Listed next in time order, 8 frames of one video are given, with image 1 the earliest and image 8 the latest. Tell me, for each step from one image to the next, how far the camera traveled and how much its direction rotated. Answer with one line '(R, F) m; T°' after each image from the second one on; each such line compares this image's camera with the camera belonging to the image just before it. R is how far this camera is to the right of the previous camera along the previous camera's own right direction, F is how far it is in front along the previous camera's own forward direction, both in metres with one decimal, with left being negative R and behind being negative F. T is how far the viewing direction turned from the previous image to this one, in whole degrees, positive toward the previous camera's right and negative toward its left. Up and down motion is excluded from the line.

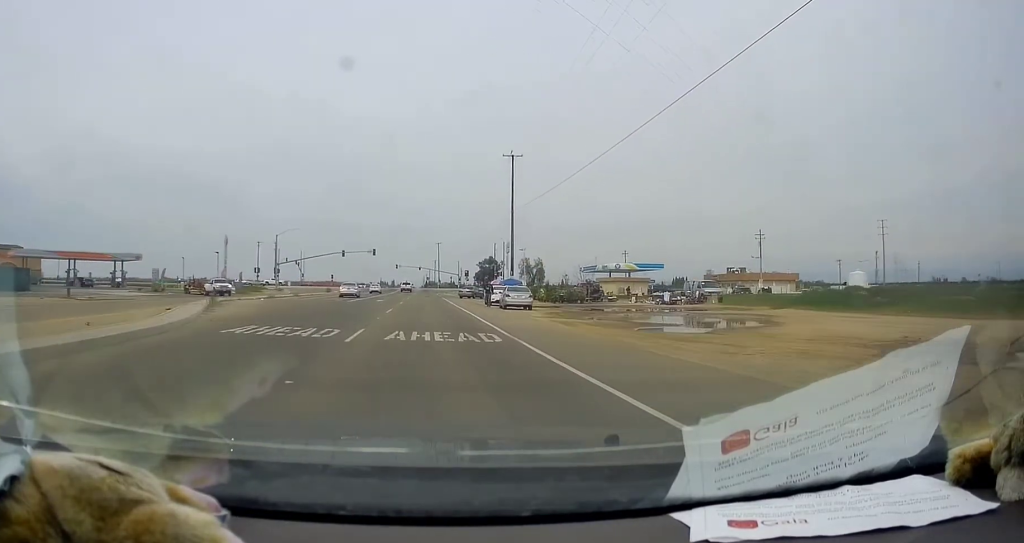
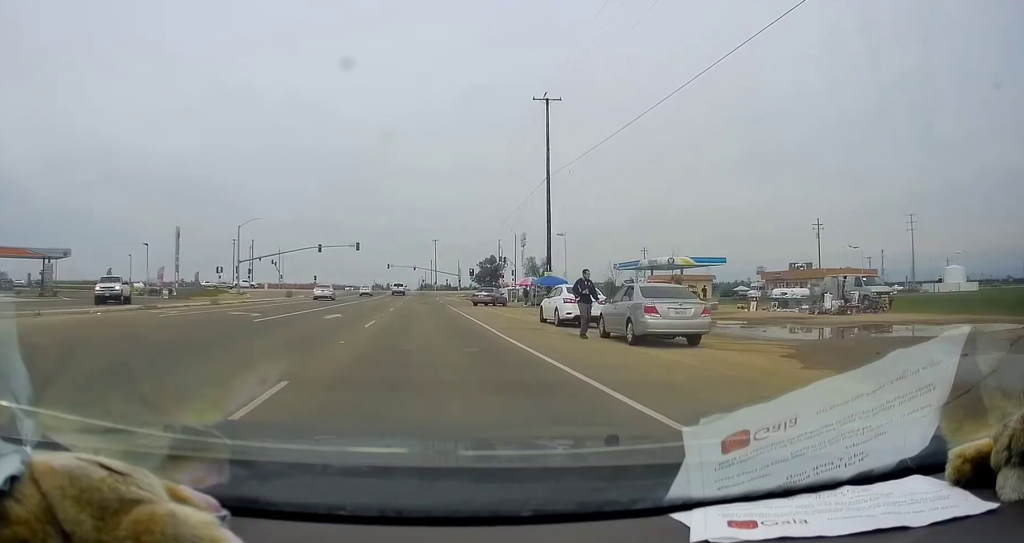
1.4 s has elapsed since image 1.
(-0.3, +24.0) m; -1°
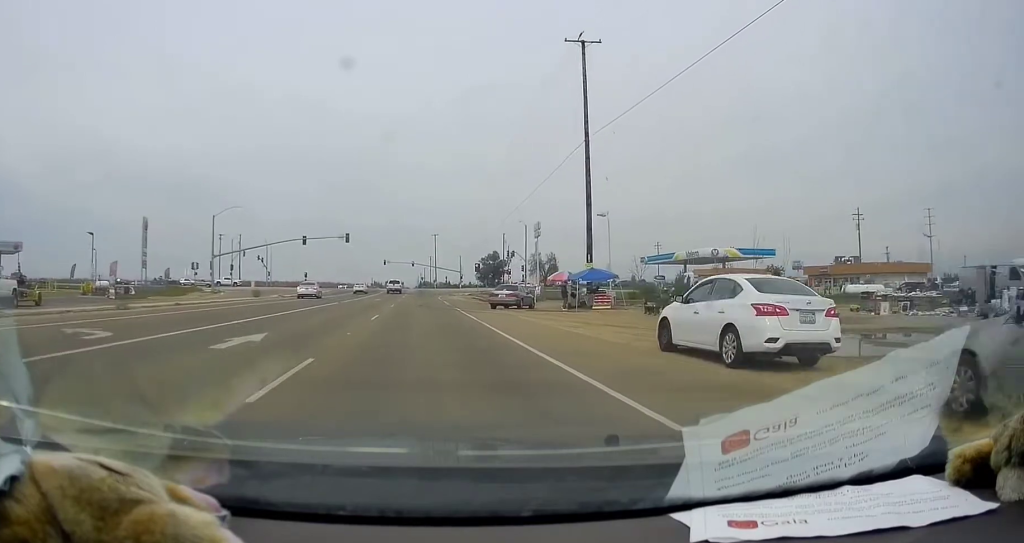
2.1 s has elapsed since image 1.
(0.0, +13.2) m; 0°
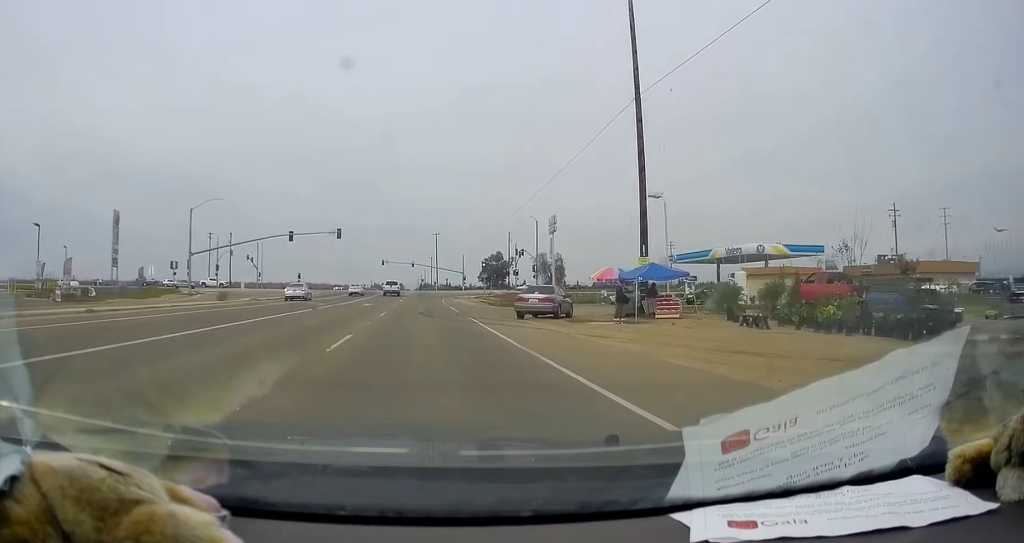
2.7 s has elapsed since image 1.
(0.0, +10.2) m; +2°
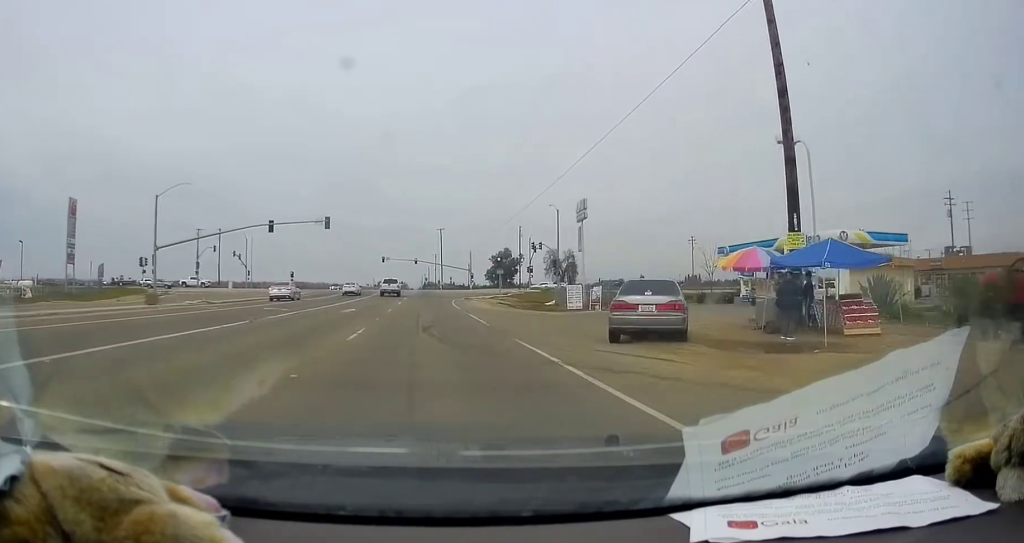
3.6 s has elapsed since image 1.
(+0.3, +13.7) m; +2°
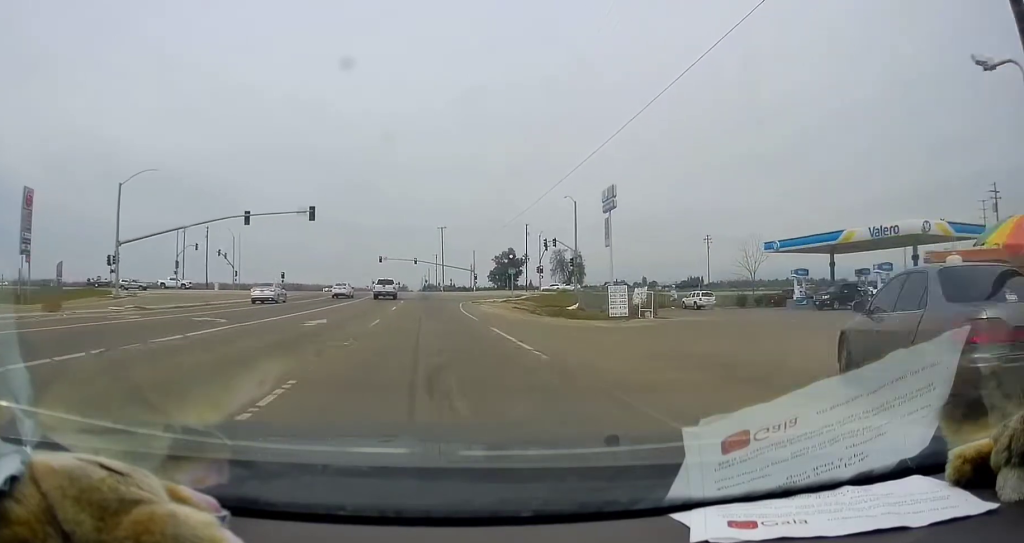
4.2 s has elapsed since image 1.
(+0.6, +10.0) m; 0°
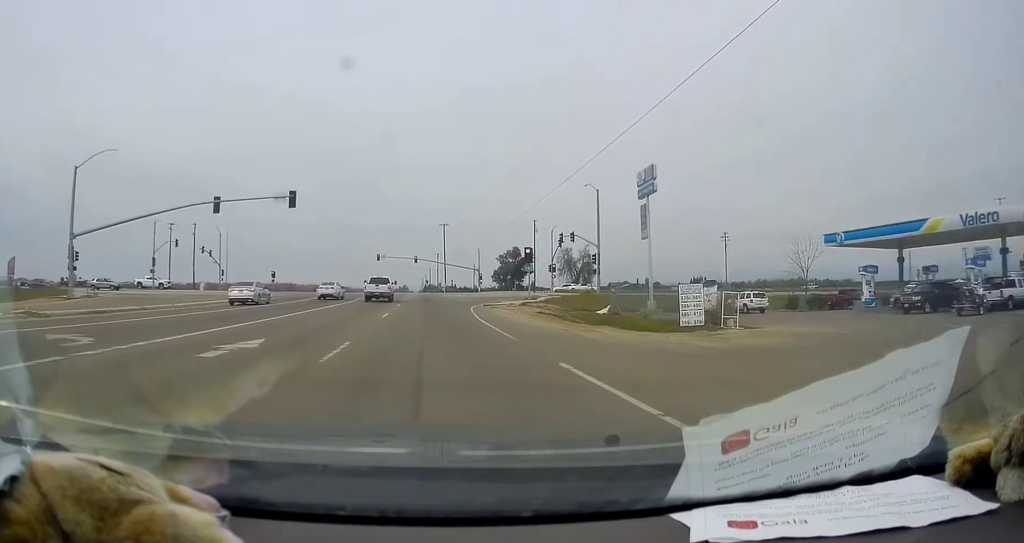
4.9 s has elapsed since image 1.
(-0.6, +10.2) m; -2°
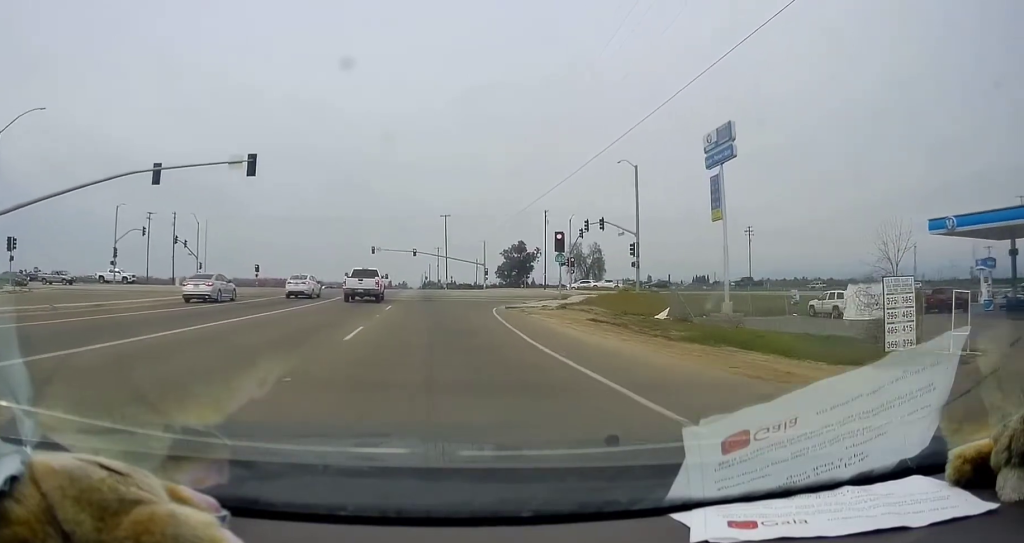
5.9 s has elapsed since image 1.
(-0.2, +13.4) m; -1°
